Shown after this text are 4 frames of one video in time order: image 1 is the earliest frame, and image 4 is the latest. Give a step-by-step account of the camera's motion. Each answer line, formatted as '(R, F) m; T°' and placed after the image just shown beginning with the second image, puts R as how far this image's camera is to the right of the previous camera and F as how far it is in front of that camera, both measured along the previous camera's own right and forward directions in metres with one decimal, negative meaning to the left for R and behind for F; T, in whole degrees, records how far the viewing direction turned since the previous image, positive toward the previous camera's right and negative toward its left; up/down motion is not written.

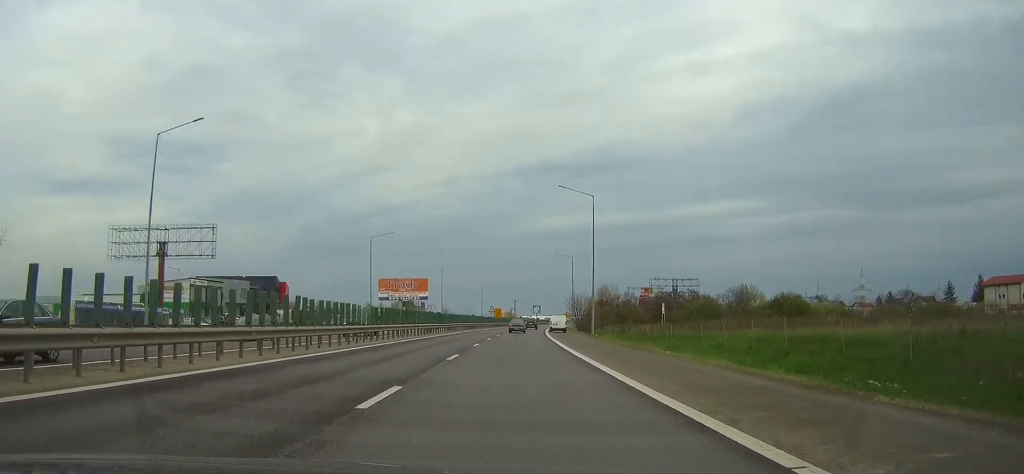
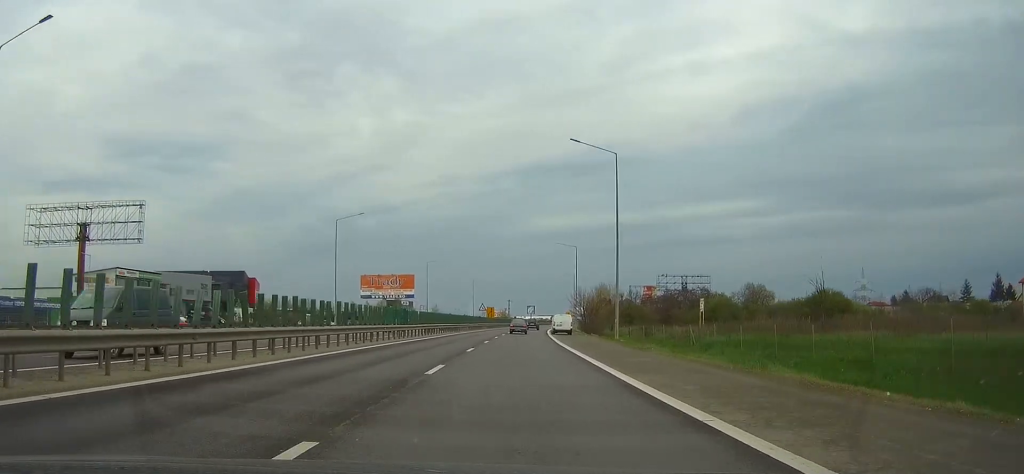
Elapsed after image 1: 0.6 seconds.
(+0.1, +17.1) m; +1°
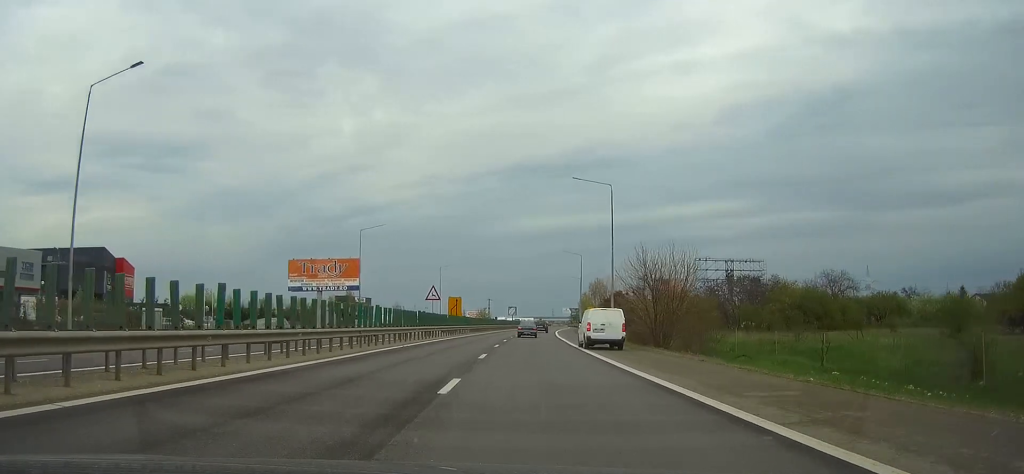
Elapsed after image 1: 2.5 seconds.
(+0.6, +49.9) m; +2°
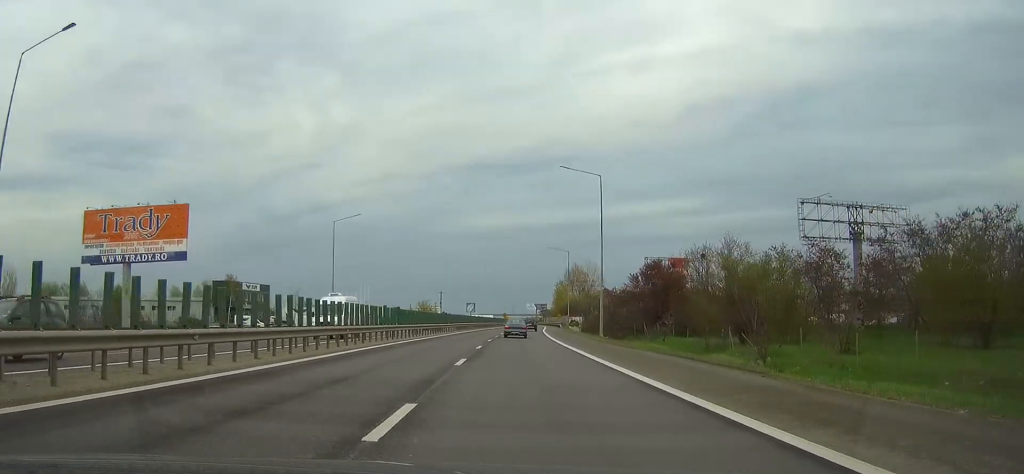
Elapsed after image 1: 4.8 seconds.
(+1.5, +62.7) m; +2°
